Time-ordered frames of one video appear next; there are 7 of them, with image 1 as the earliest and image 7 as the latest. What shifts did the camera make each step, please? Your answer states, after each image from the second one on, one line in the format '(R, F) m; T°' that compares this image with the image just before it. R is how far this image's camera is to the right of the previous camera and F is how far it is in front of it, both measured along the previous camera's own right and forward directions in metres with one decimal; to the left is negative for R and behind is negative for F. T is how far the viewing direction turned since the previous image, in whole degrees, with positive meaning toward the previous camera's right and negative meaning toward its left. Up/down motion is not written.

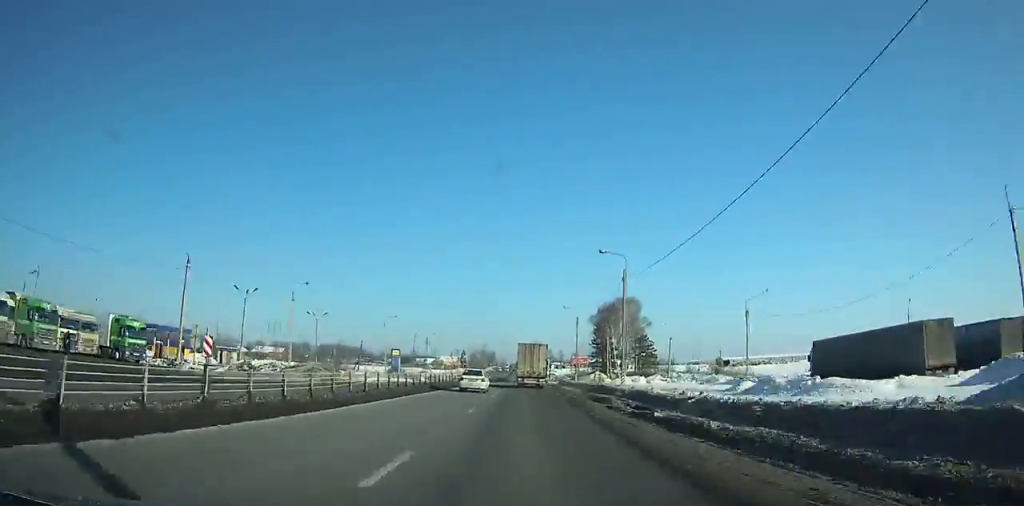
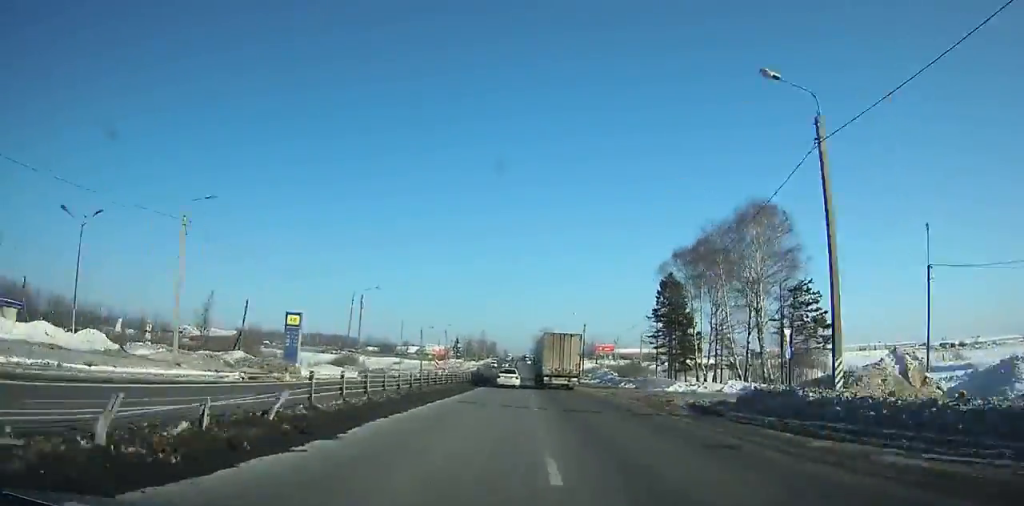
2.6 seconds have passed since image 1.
(0.0, +55.7) m; 0°
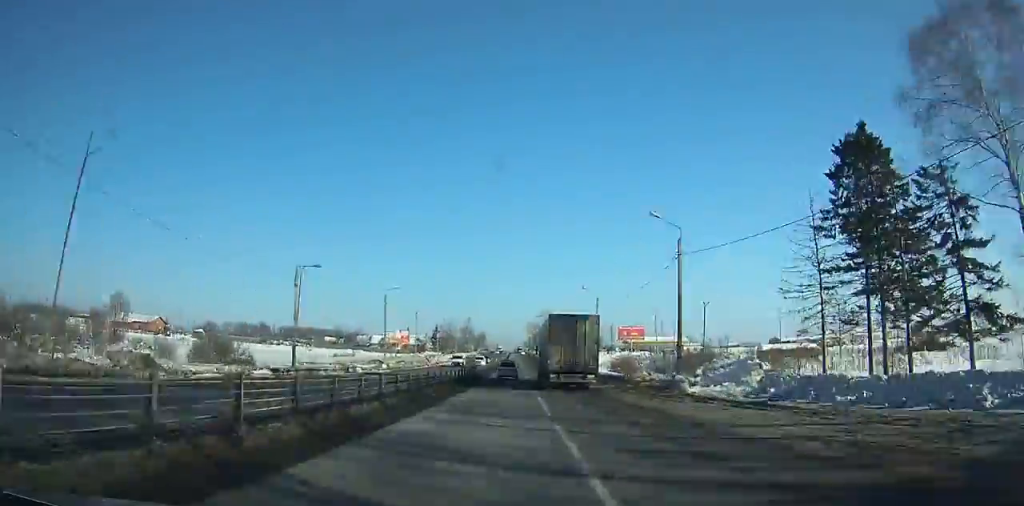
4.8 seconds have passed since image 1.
(+0.1, +49.5) m; 0°
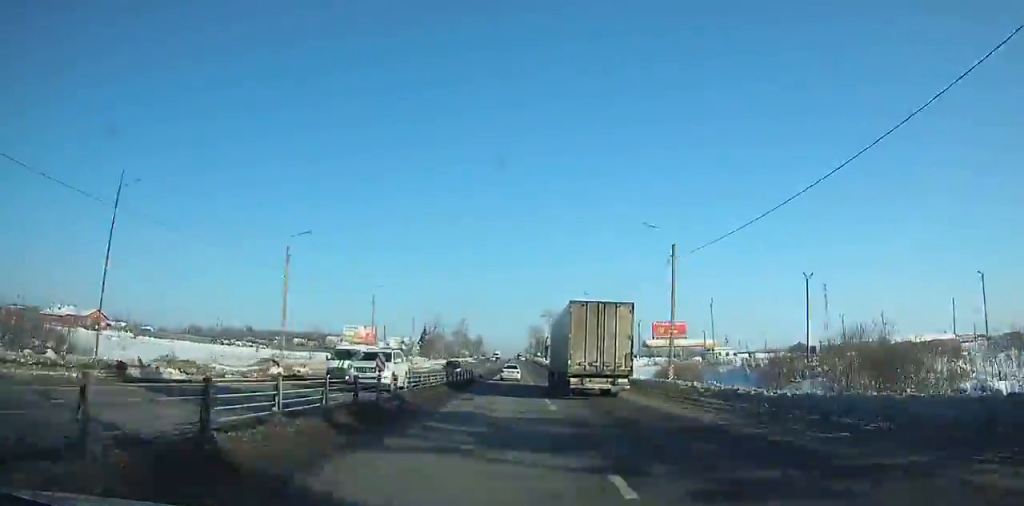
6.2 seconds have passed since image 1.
(0.0, +32.7) m; 0°
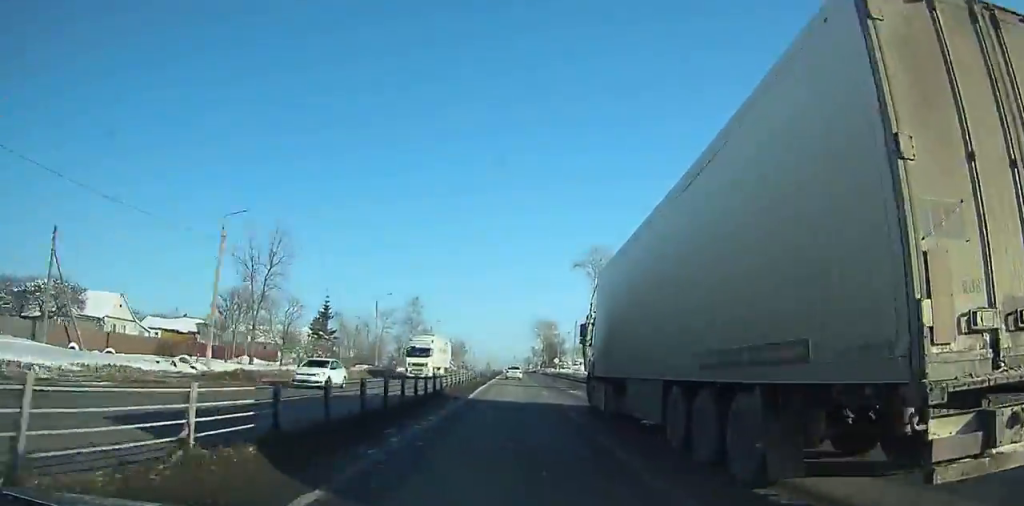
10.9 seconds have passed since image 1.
(+0.3, +114.8) m; 0°
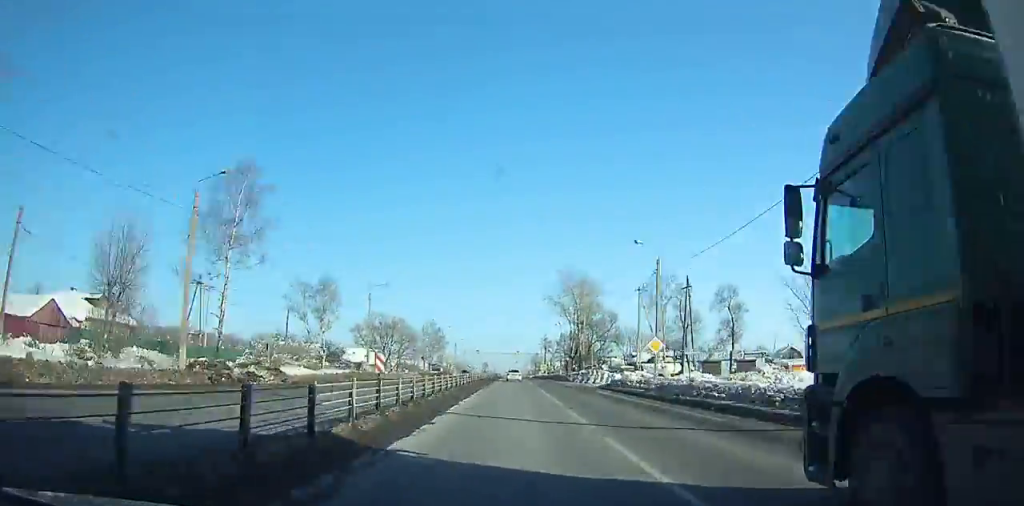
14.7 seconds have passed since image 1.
(+0.3, +88.9) m; +1°
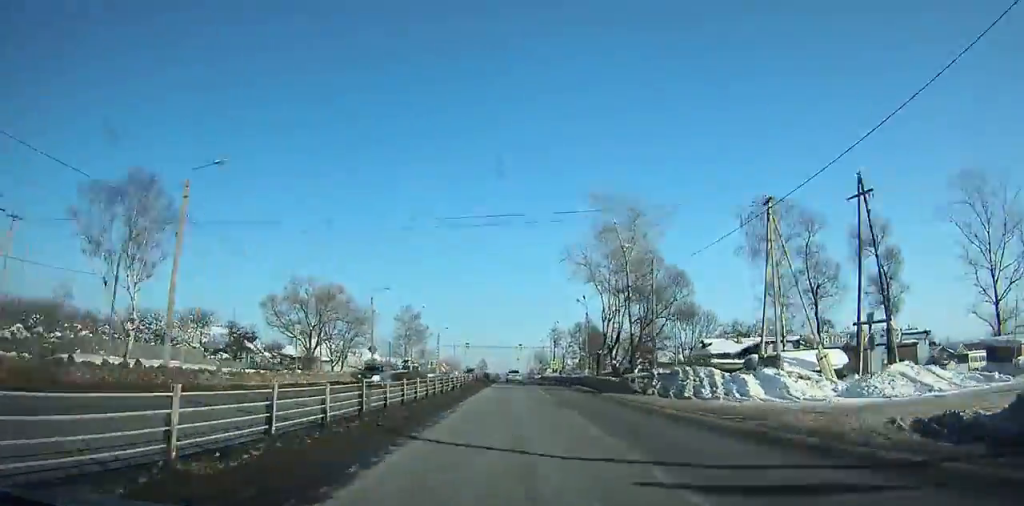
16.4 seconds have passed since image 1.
(+0.1, +37.7) m; 0°
